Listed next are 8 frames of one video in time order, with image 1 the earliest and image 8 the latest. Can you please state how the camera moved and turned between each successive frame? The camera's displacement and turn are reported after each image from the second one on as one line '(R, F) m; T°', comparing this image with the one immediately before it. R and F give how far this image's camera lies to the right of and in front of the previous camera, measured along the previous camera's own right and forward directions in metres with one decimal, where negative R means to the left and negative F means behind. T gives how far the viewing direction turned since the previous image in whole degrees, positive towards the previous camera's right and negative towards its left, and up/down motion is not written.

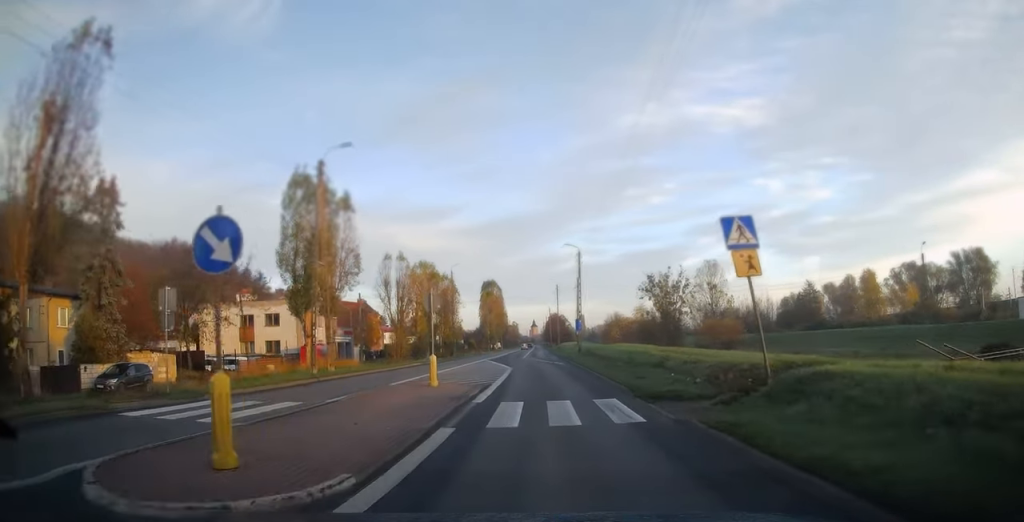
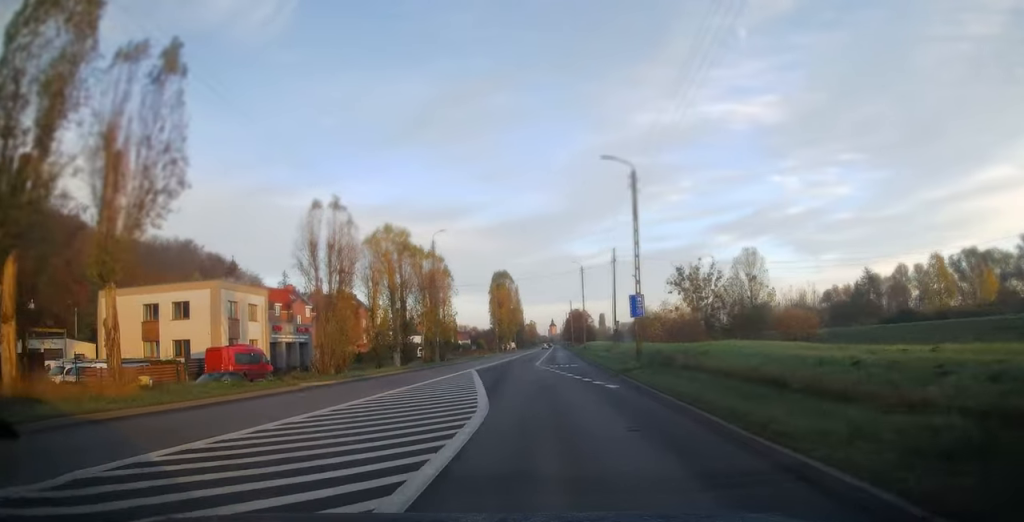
(-0.2, +21.6) m; -1°
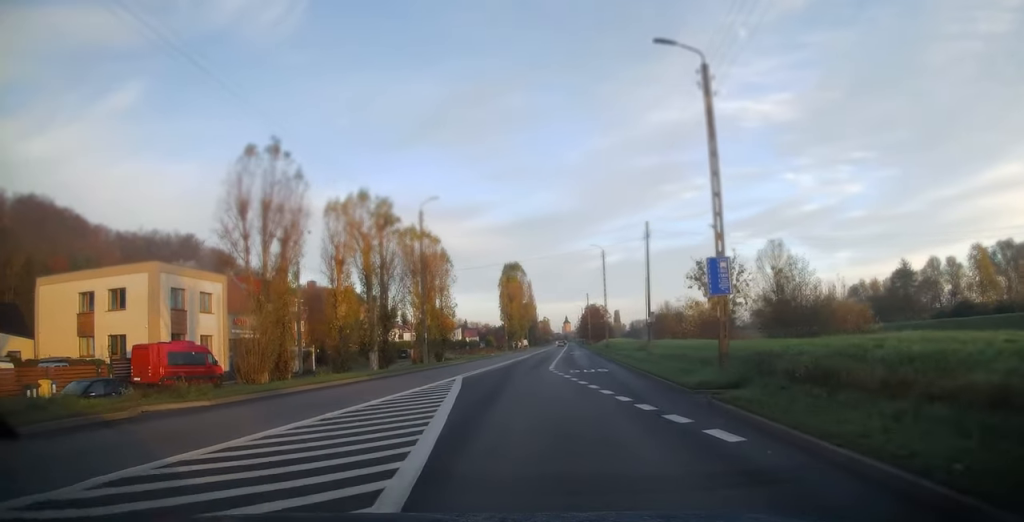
(-0.2, +10.0) m; -1°
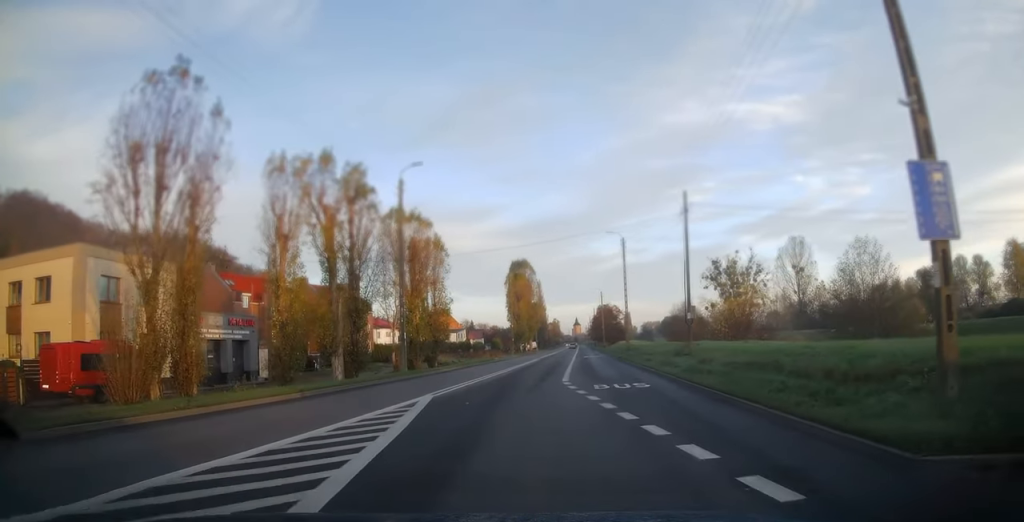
(0.0, +8.4) m; -1°
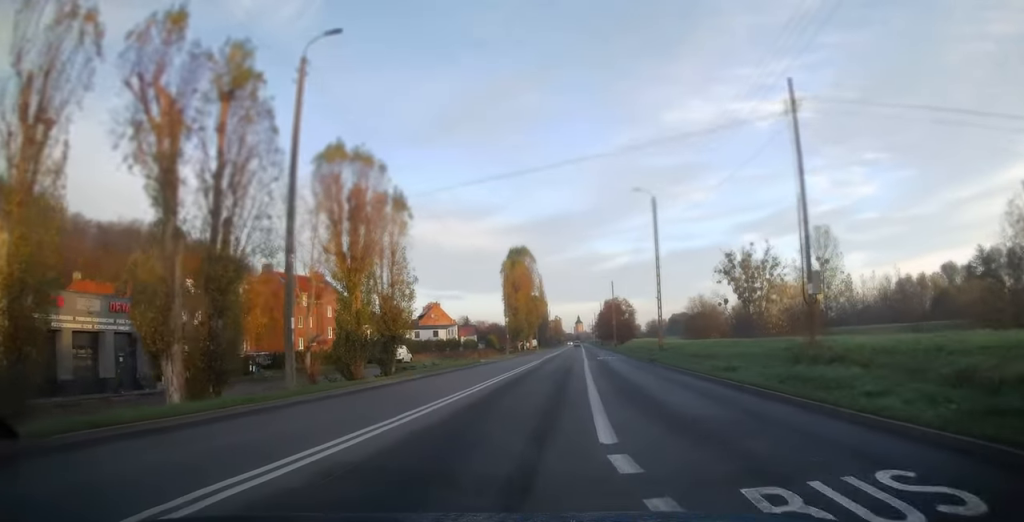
(-0.1, +14.1) m; -1°
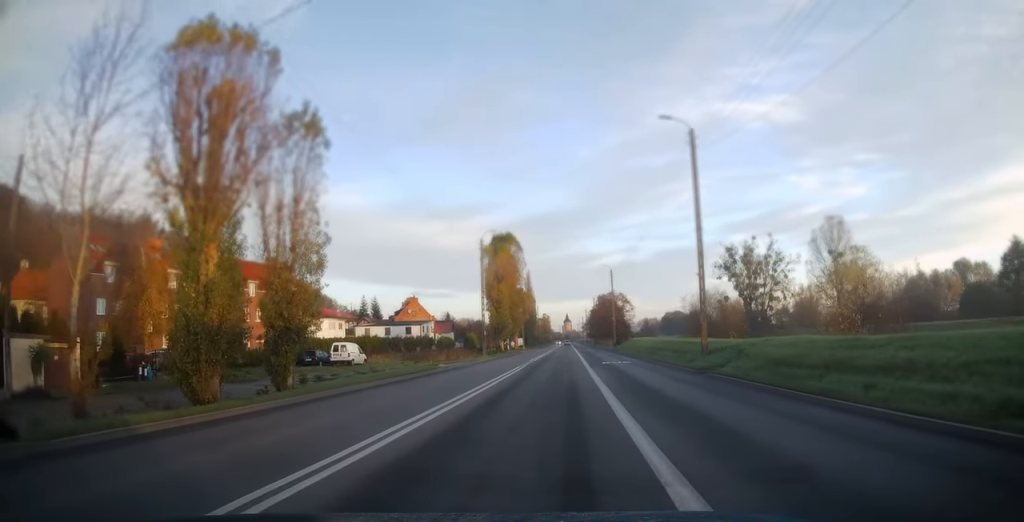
(0.0, +12.7) m; +1°
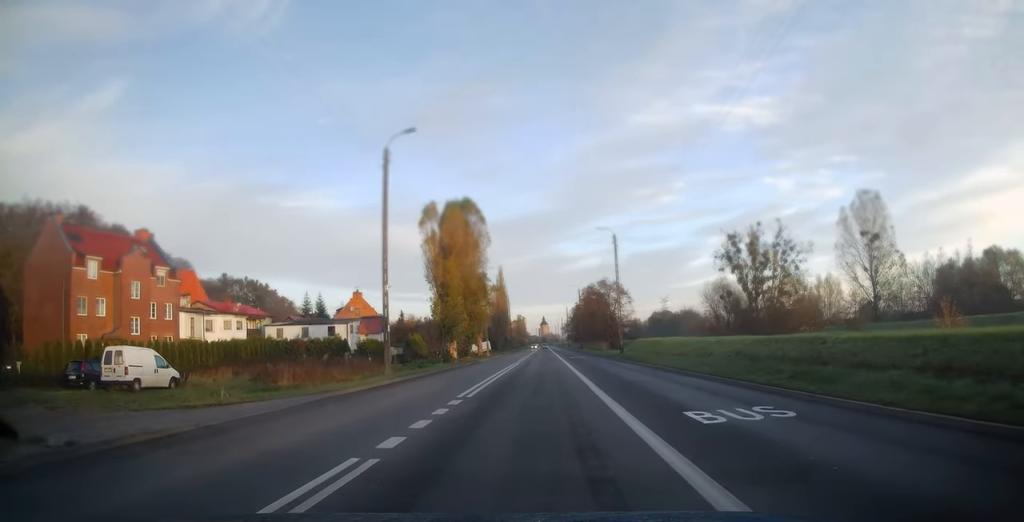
(+0.5, +25.5) m; +2°
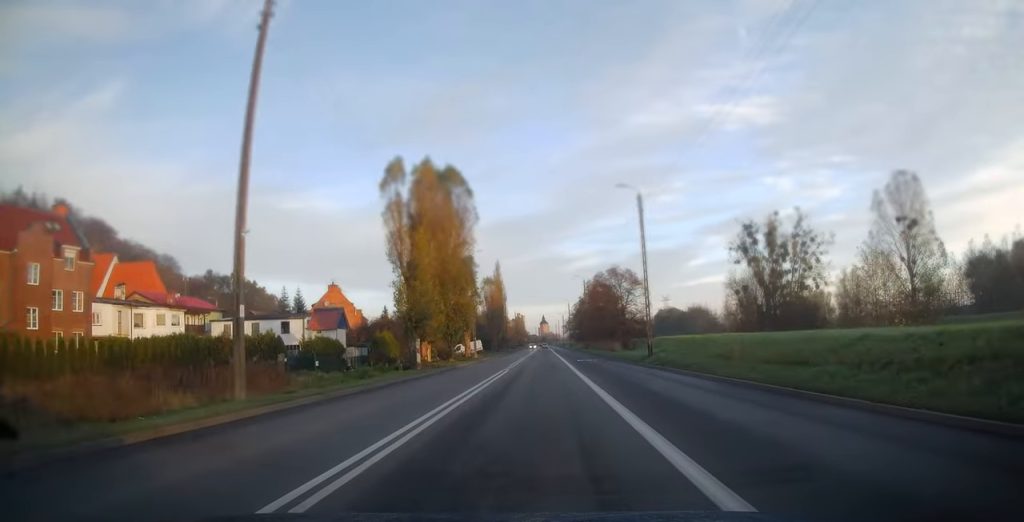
(+0.1, +13.0) m; 0°
